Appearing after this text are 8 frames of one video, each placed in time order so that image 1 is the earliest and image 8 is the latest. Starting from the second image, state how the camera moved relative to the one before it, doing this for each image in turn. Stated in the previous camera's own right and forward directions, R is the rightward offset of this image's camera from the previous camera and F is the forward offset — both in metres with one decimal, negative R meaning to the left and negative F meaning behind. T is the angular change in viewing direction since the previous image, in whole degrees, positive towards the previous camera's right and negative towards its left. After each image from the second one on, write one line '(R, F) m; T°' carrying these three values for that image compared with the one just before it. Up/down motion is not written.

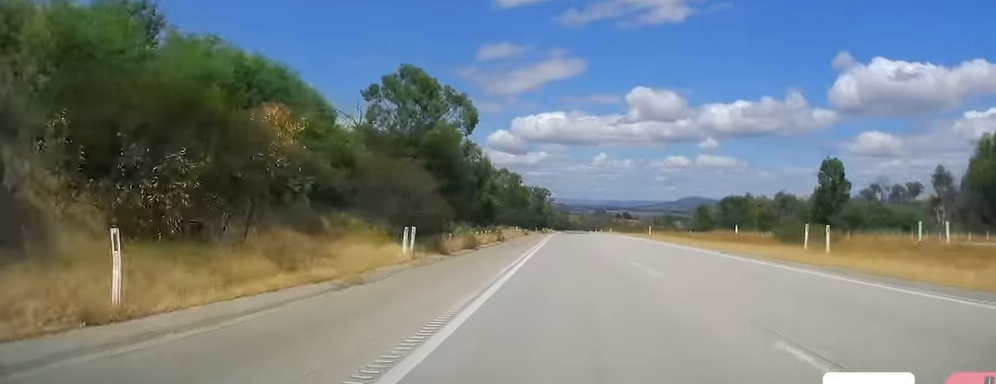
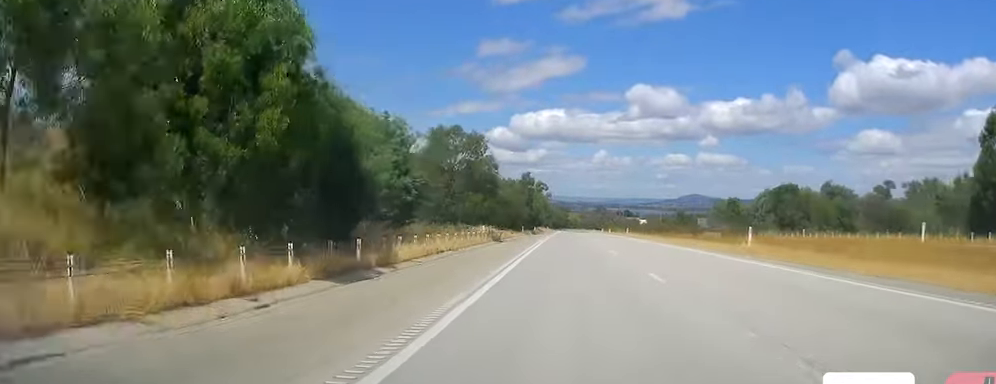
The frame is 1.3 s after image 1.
(+1.1, +37.7) m; +2°
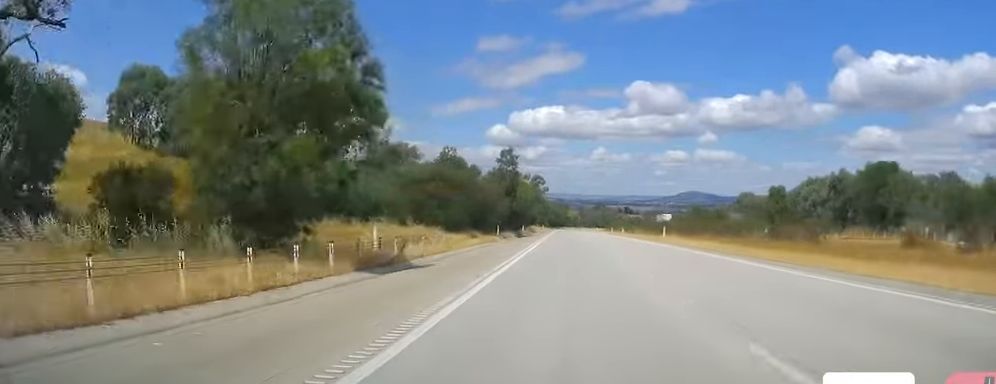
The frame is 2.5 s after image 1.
(-0.2, +34.0) m; -1°
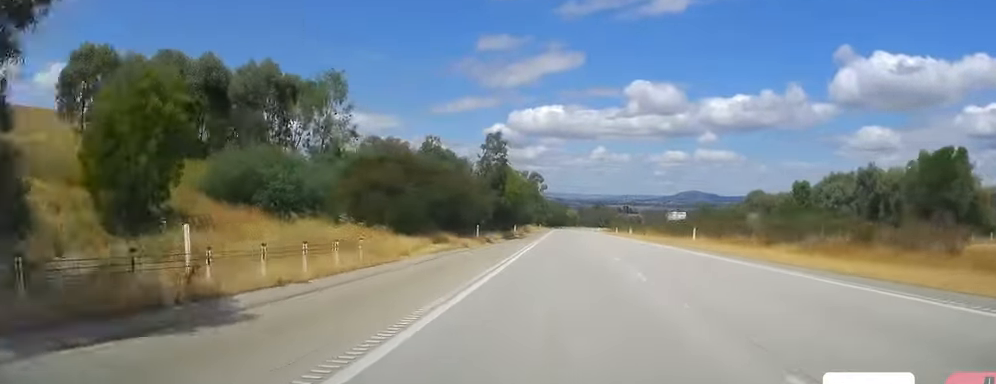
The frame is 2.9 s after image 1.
(-0.2, +13.6) m; 0°
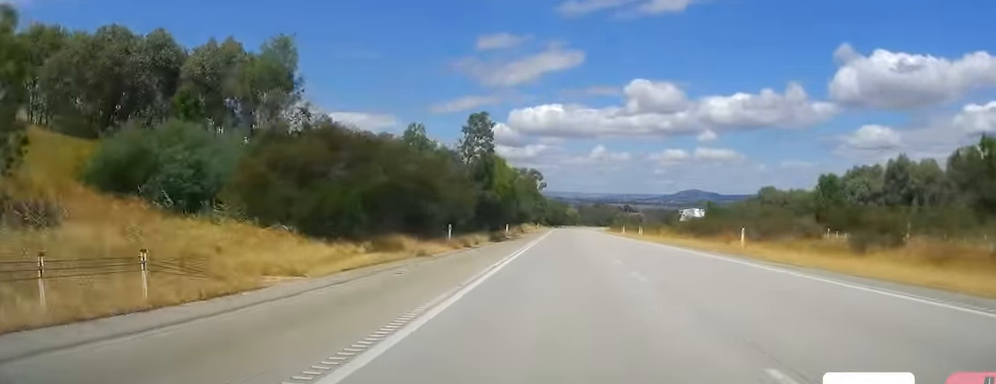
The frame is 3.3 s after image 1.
(0.0, +11.7) m; 0°
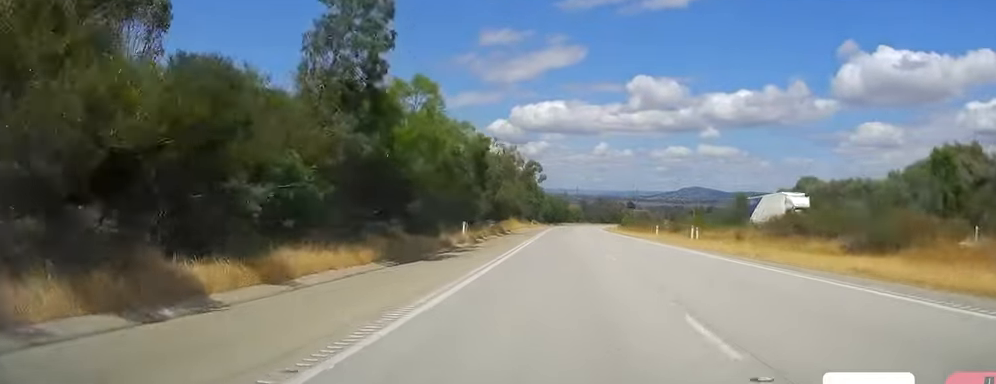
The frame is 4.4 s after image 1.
(+0.2, +32.1) m; 0°
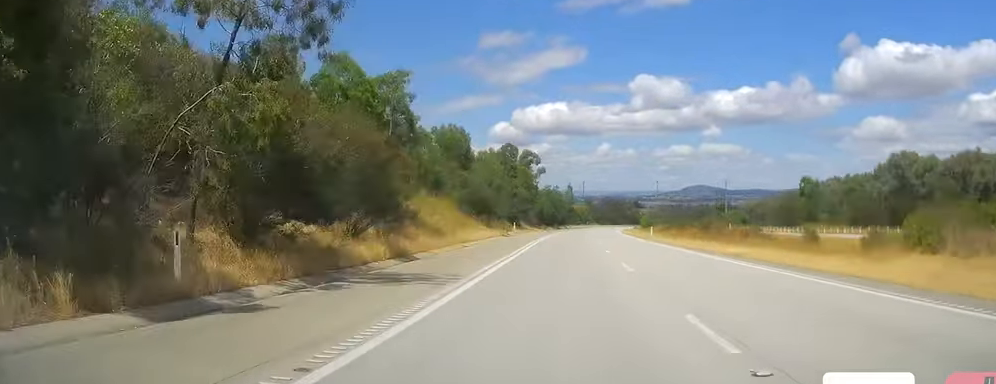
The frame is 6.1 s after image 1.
(+0.6, +47.5) m; 0°
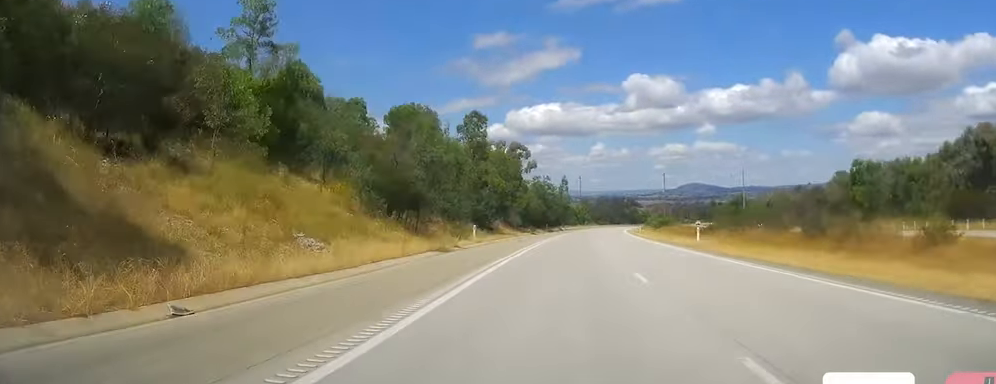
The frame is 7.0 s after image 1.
(-0.6, +27.2) m; -1°
